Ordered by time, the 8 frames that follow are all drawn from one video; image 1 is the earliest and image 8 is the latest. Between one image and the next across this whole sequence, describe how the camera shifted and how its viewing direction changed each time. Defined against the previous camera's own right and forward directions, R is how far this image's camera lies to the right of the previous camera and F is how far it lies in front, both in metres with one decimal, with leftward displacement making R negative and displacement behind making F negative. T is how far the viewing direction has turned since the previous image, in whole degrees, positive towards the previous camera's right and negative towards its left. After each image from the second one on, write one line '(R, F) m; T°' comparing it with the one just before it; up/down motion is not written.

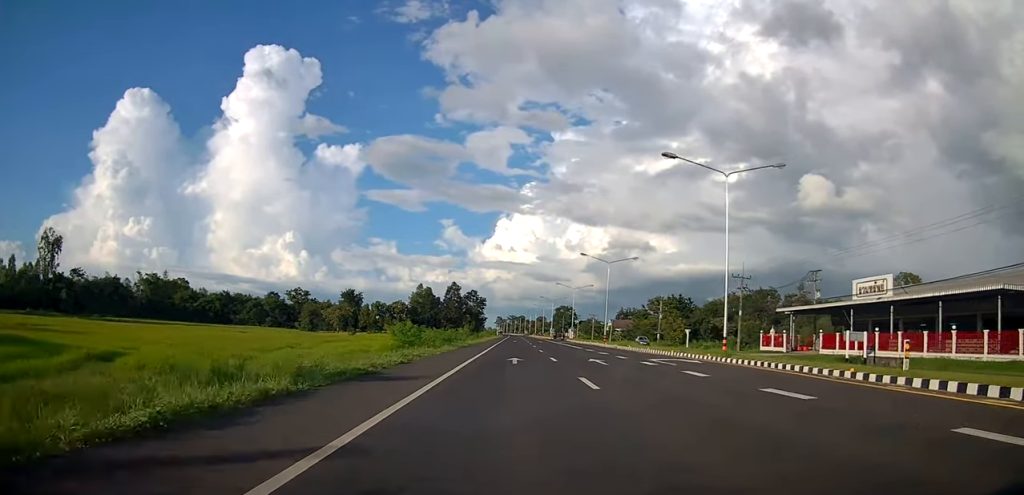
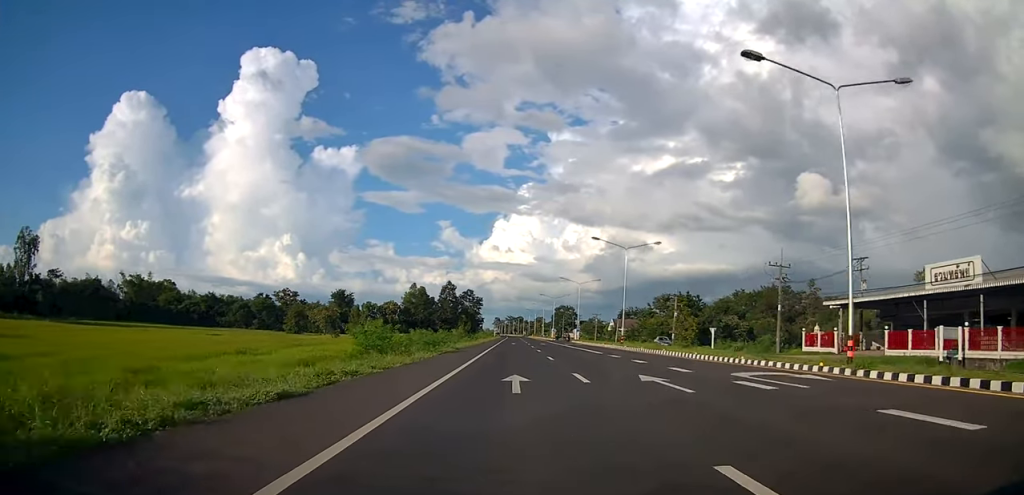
(+0.4, +10.8) m; 0°
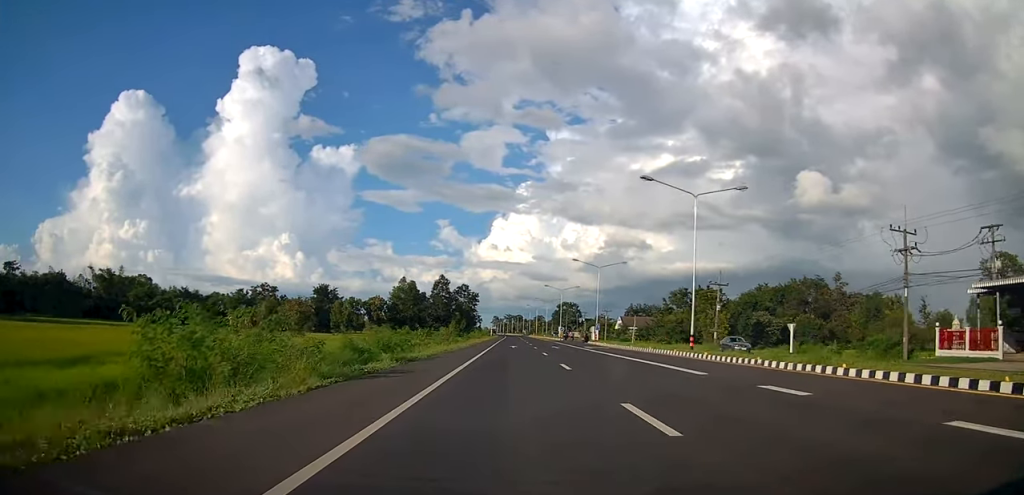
(0.0, +19.5) m; 0°
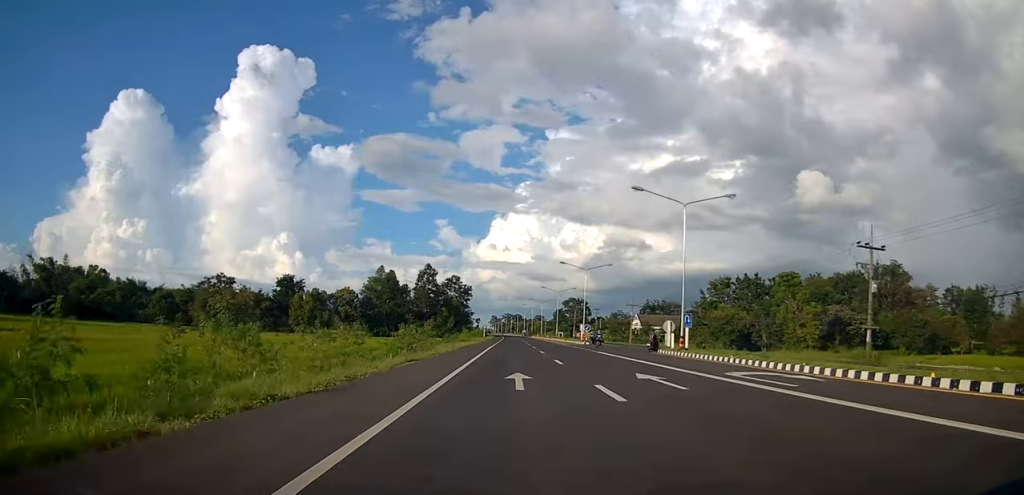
(+0.2, +32.8) m; +1°
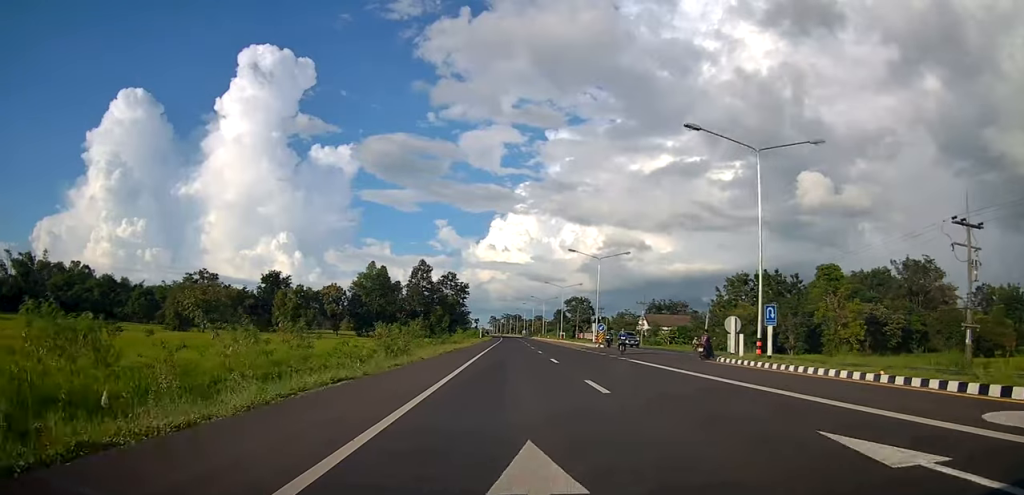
(0.0, +10.5) m; -1°
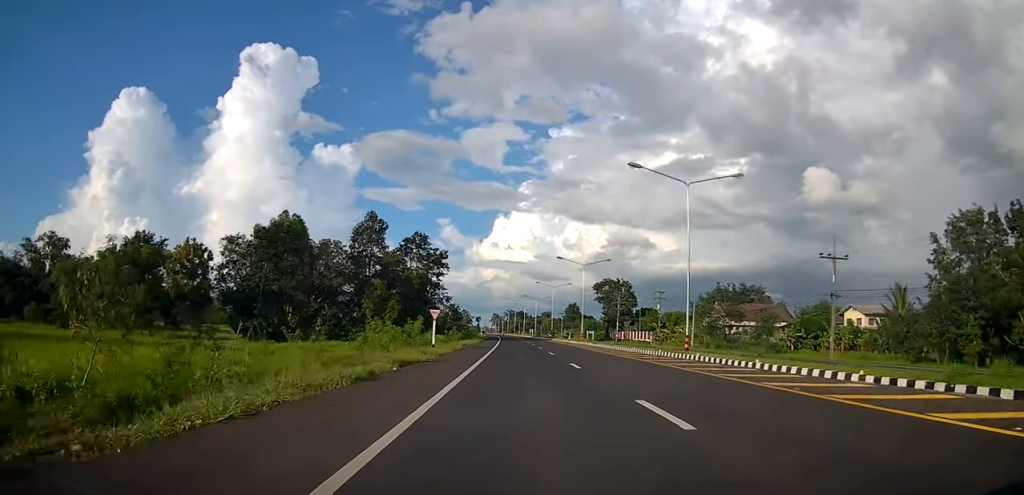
(-1.0, +64.6) m; 0°
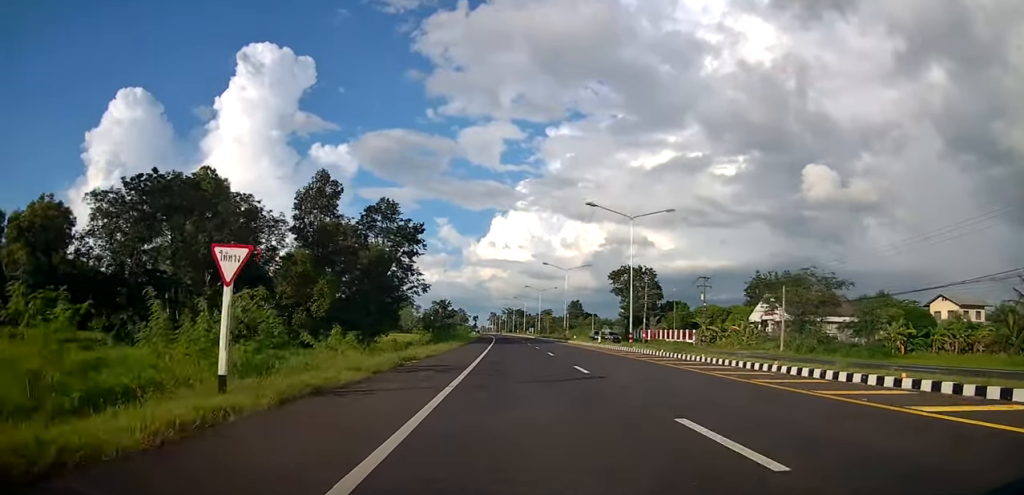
(+0.2, +26.4) m; +1°
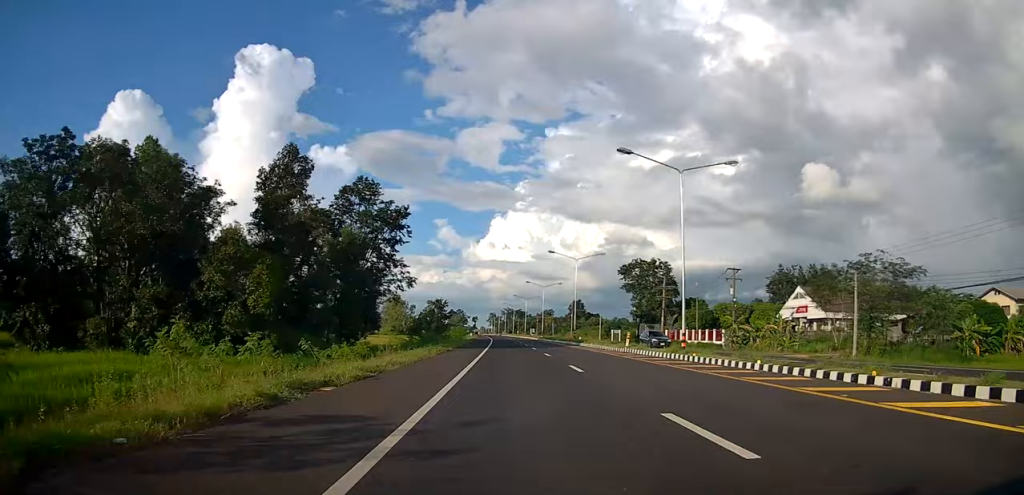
(+0.4, +11.5) m; 0°
